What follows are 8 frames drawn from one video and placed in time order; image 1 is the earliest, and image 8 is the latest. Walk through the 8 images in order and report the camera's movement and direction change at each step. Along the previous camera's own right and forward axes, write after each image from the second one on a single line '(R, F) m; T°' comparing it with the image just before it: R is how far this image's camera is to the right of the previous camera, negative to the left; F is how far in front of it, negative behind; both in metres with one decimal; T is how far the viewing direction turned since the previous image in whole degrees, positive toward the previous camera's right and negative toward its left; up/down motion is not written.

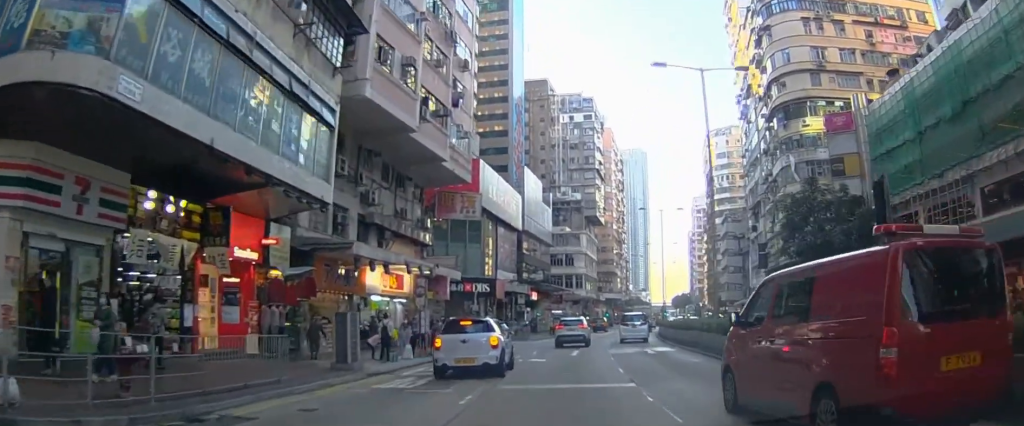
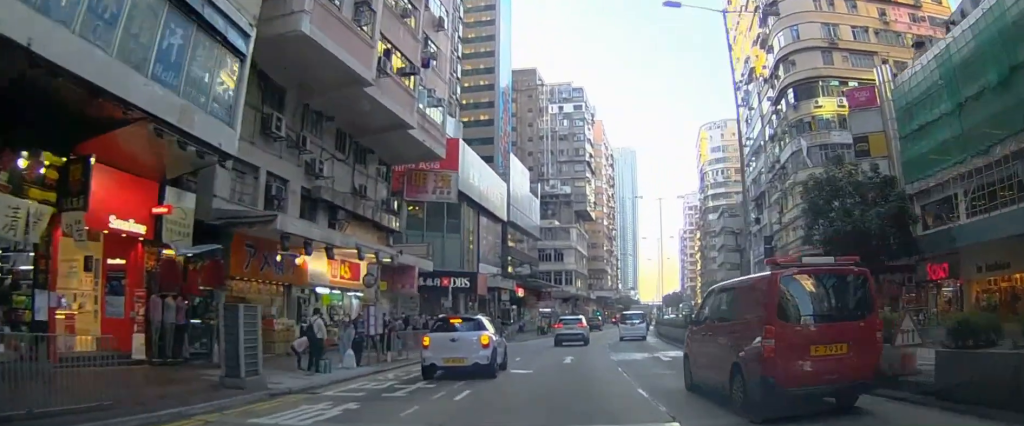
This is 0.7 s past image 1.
(0.0, +5.1) m; 0°
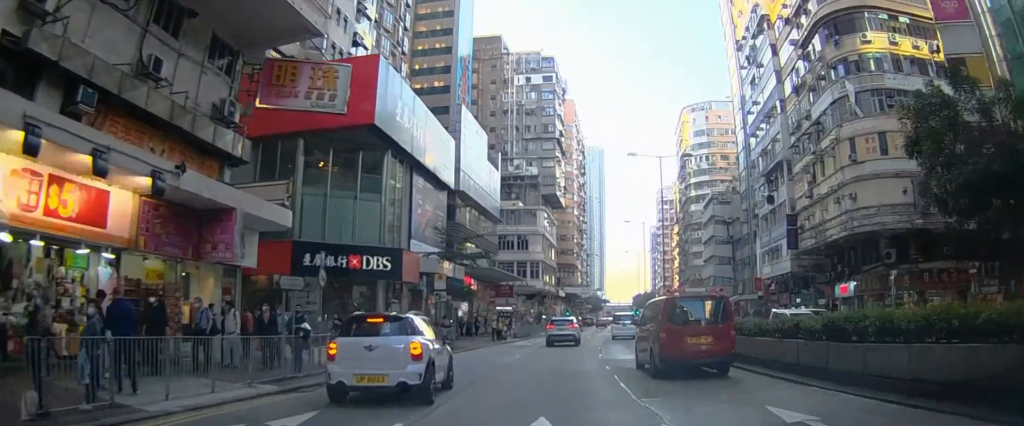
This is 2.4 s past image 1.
(0.0, +14.4) m; 0°
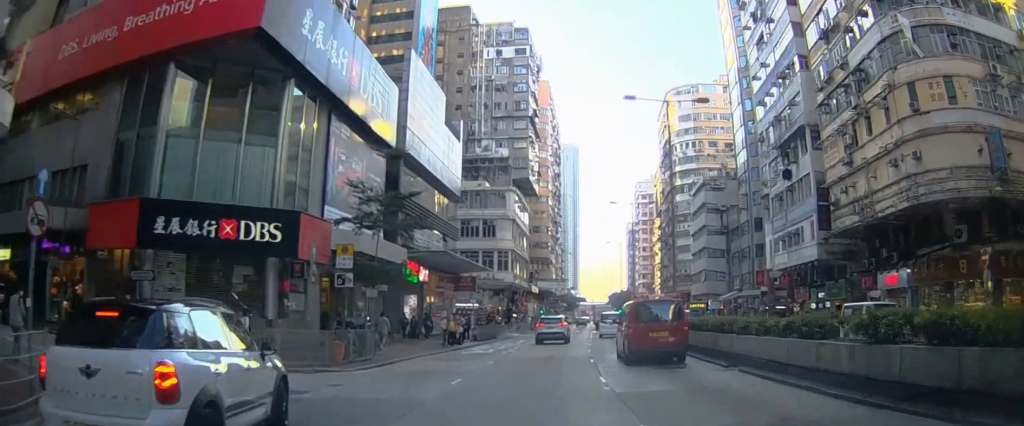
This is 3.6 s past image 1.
(0.0, +11.4) m; 0°
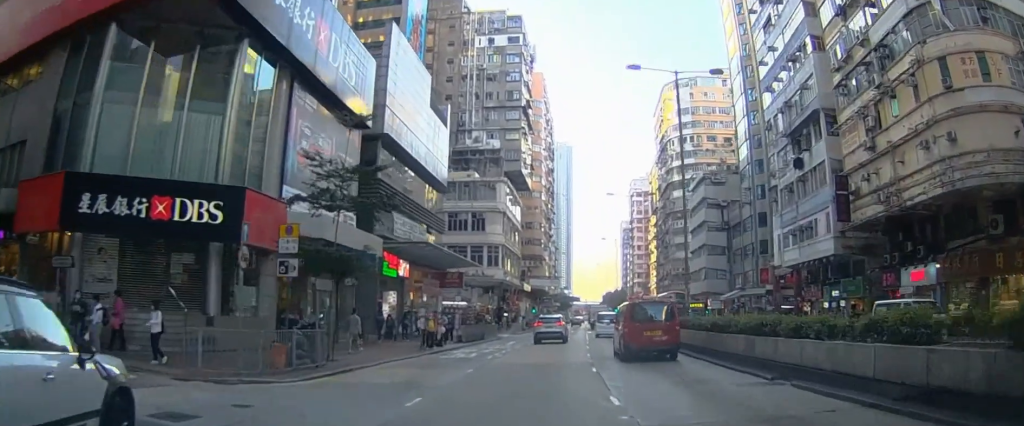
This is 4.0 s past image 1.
(0.0, +4.2) m; 0°
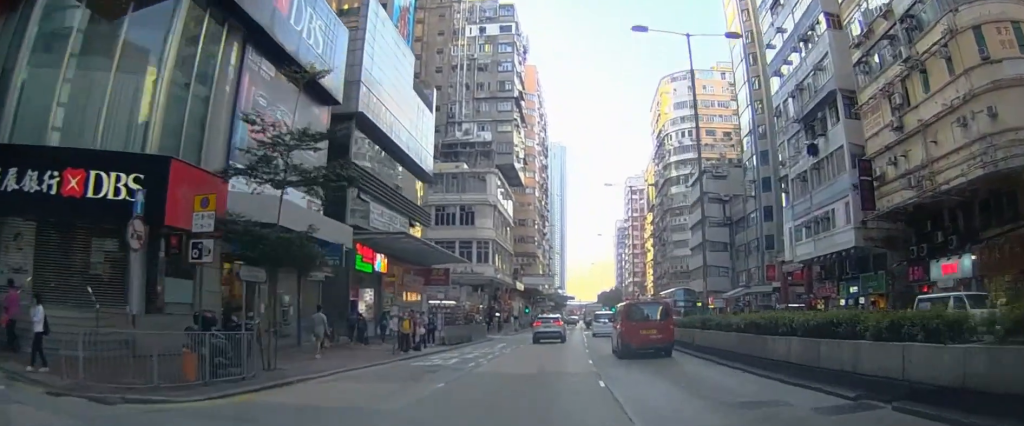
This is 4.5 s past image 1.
(0.0, +4.3) m; 0°
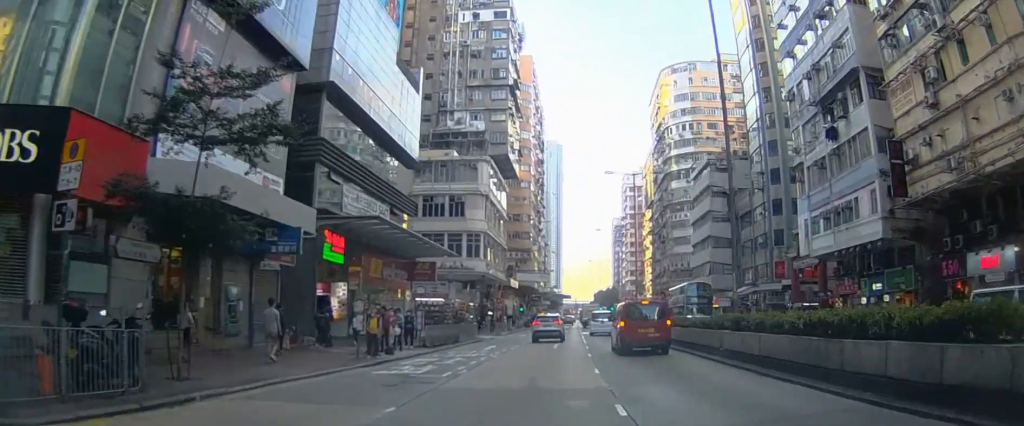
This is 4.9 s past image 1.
(0.0, +4.3) m; 0°
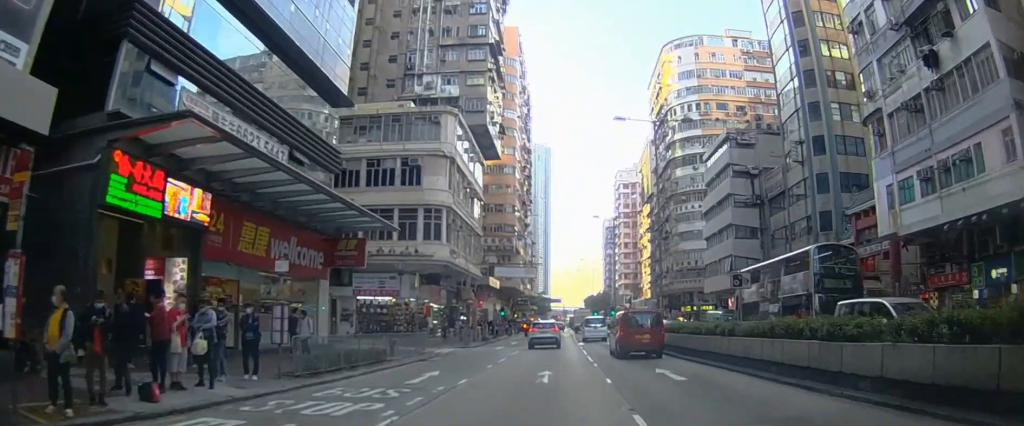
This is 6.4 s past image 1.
(0.0, +15.4) m; -1°
